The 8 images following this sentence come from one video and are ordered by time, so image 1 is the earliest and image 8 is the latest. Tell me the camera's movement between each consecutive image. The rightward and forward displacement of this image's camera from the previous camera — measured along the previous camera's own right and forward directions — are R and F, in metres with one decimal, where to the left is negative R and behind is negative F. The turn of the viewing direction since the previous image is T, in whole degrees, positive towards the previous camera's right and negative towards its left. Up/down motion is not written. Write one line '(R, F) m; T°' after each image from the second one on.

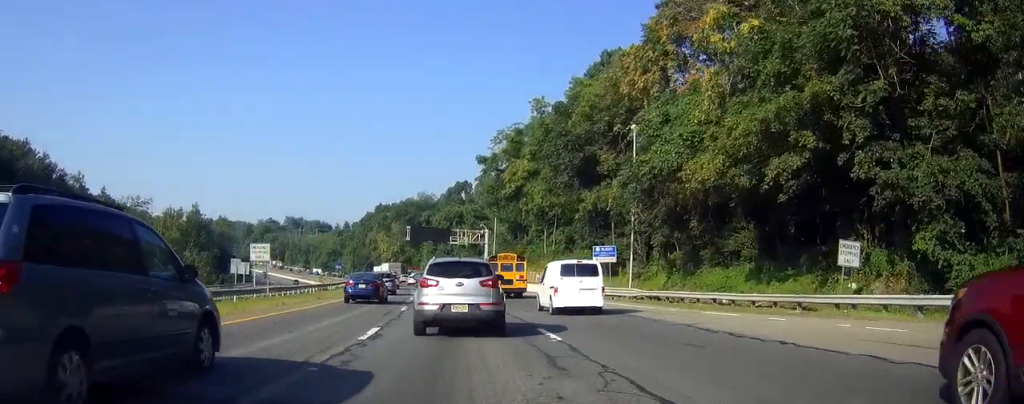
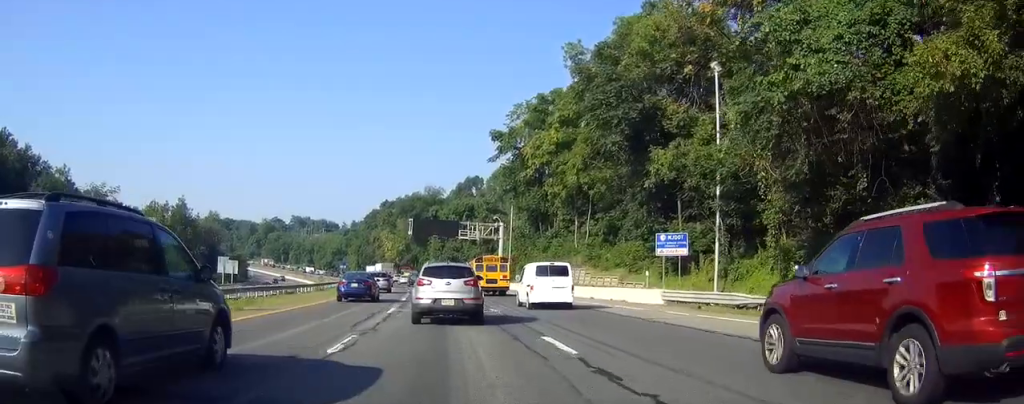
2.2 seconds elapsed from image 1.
(+0.1, +14.2) m; +2°
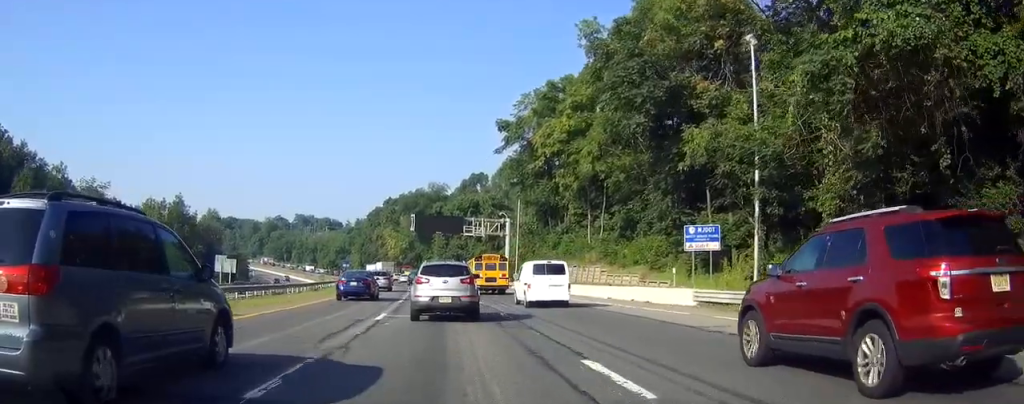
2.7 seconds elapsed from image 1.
(+0.1, +4.1) m; -1°
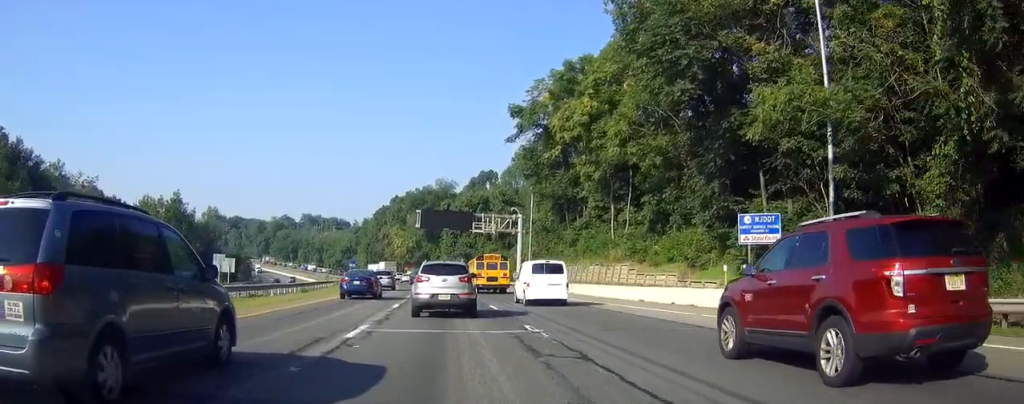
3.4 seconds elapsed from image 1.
(0.0, +5.9) m; -2°
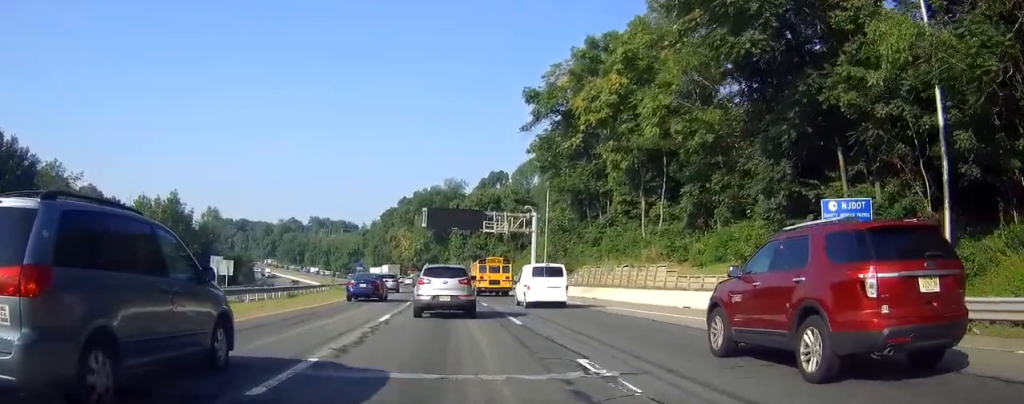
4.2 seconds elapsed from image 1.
(-0.2, +6.5) m; -2°
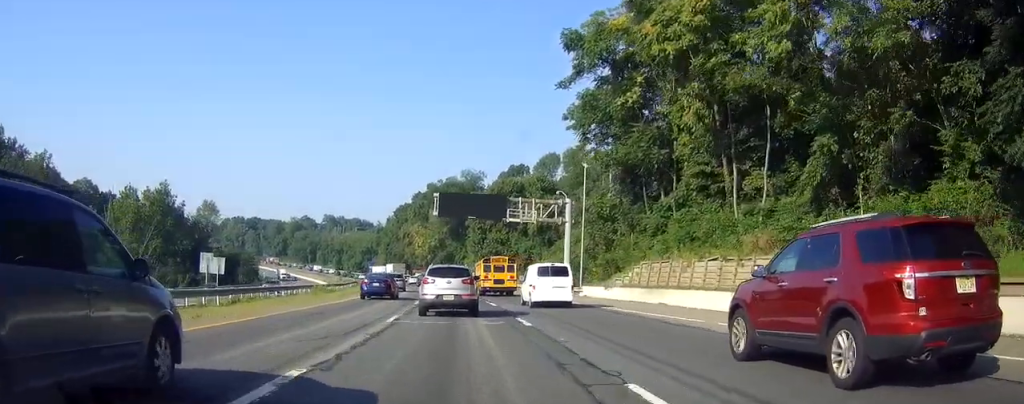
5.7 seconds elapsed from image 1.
(+0.1, +13.5) m; +1°
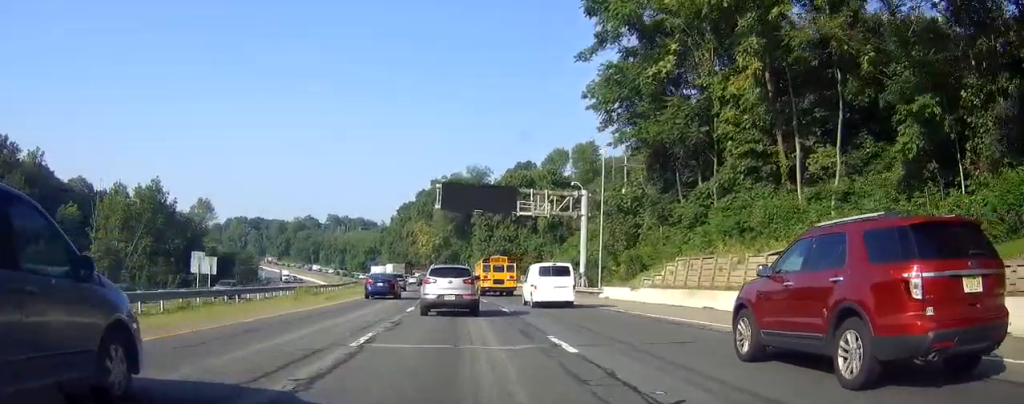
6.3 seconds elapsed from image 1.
(+0.1, +6.4) m; 0°
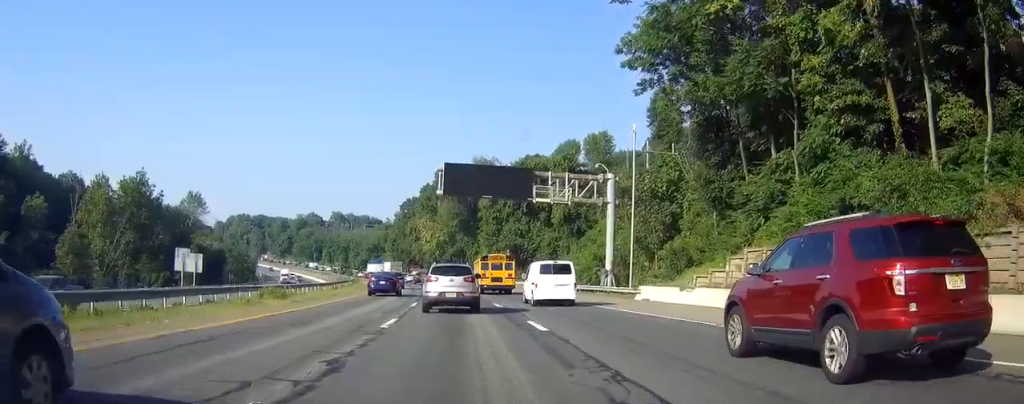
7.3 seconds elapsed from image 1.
(-0.2, +9.1) m; -1°
